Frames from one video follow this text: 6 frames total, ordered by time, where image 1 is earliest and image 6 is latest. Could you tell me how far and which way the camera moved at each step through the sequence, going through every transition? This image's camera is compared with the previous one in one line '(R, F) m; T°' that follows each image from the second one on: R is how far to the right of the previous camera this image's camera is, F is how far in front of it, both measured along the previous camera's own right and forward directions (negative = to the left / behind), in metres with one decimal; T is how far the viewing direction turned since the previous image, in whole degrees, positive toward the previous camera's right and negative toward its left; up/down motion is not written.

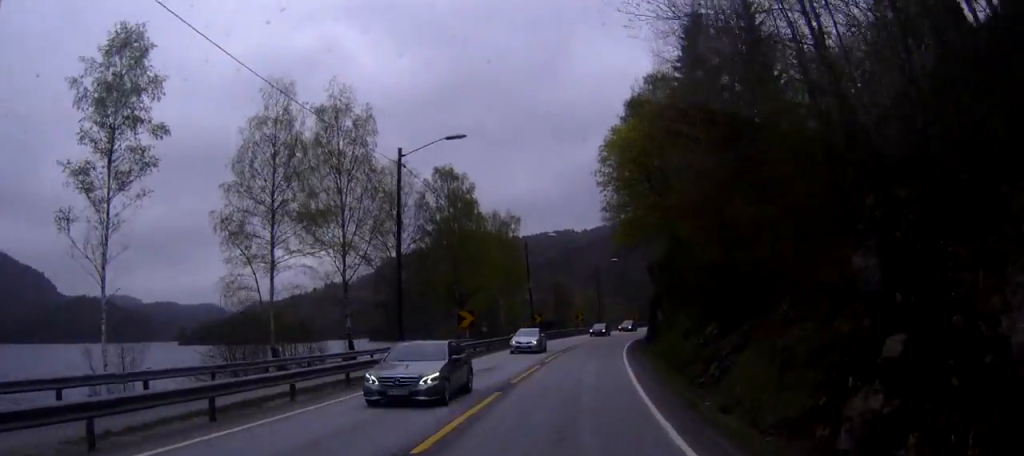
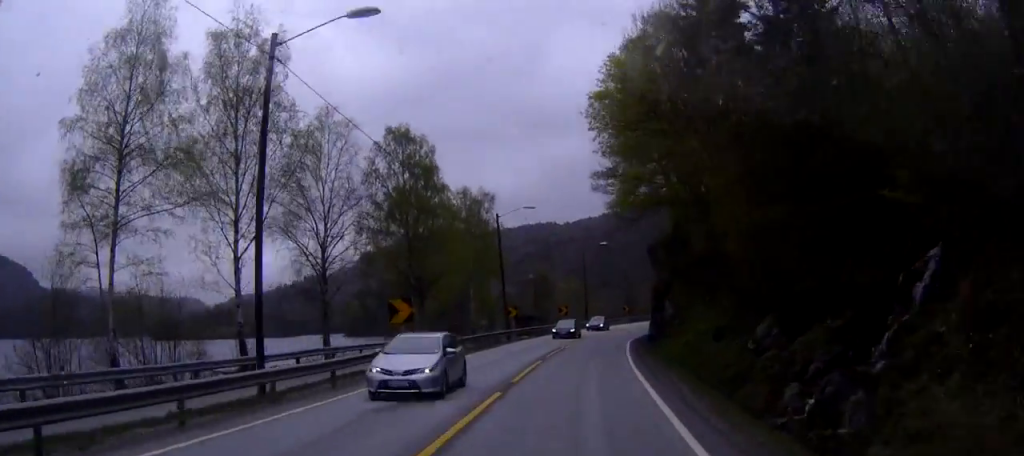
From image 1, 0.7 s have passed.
(+0.1, +13.5) m; +2°
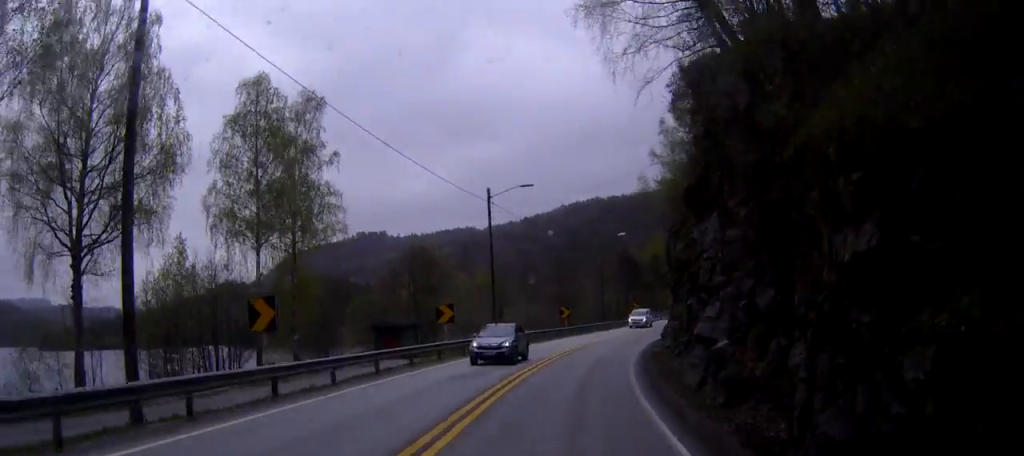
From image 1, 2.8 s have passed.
(+3.1, +42.4) m; +7°
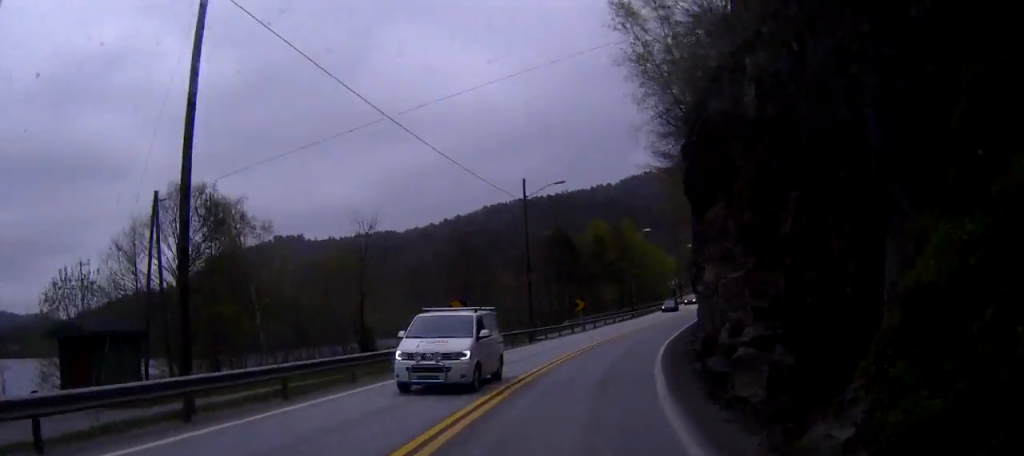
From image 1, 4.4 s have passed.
(+1.3, +31.4) m; +7°
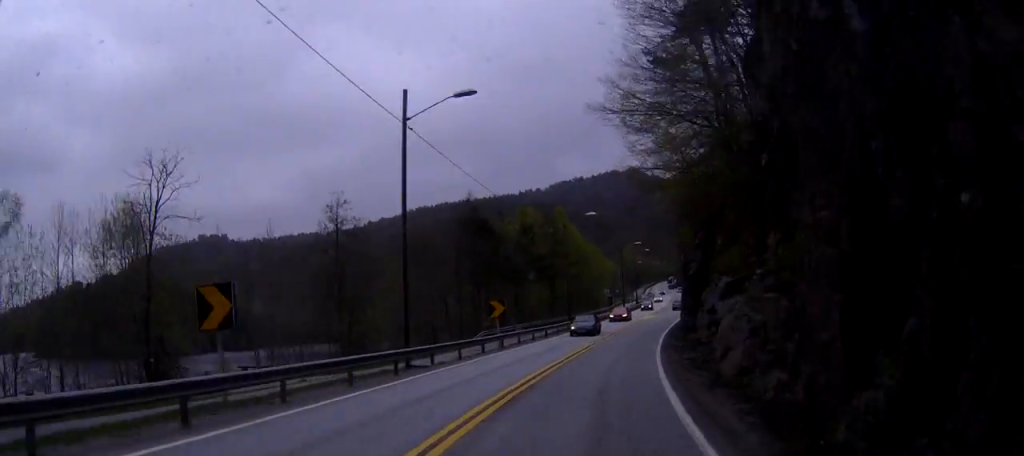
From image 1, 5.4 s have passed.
(+1.3, +19.5) m; +4°
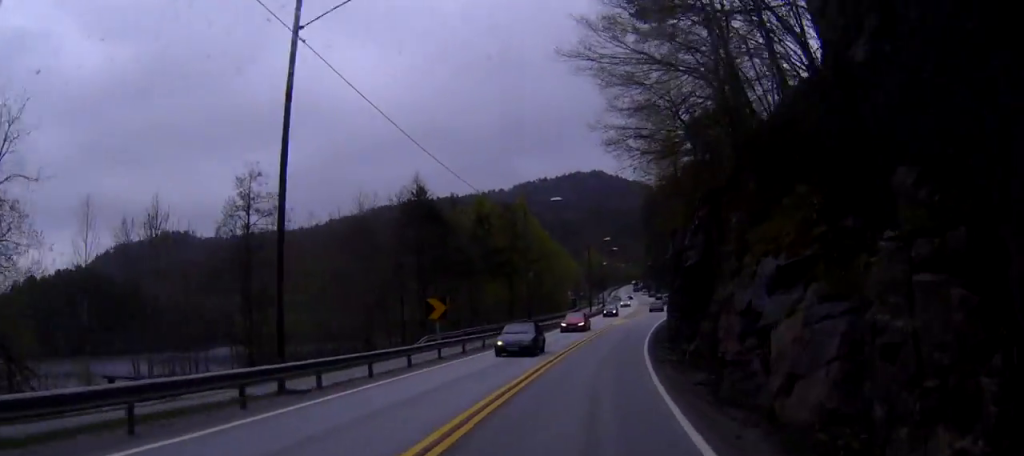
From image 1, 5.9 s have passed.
(+0.1, +9.1) m; +1°
